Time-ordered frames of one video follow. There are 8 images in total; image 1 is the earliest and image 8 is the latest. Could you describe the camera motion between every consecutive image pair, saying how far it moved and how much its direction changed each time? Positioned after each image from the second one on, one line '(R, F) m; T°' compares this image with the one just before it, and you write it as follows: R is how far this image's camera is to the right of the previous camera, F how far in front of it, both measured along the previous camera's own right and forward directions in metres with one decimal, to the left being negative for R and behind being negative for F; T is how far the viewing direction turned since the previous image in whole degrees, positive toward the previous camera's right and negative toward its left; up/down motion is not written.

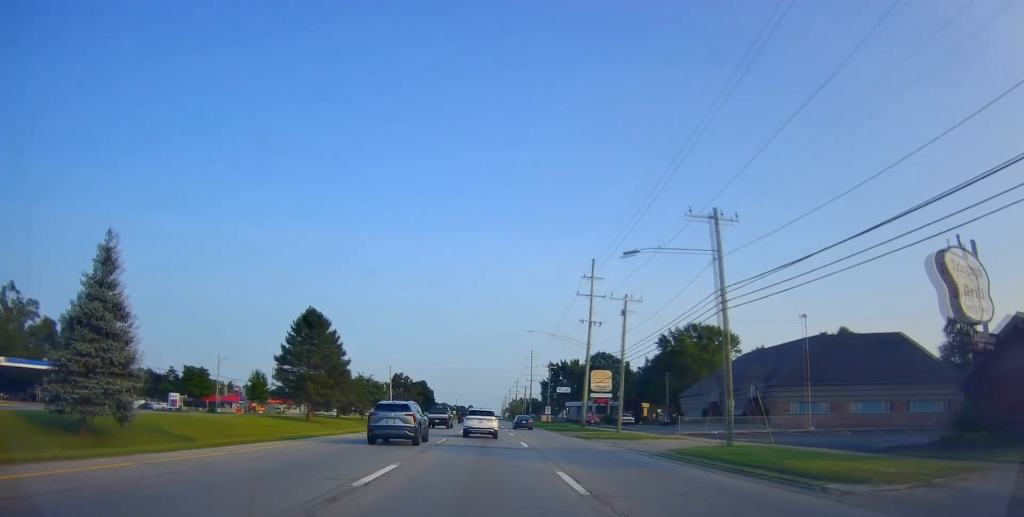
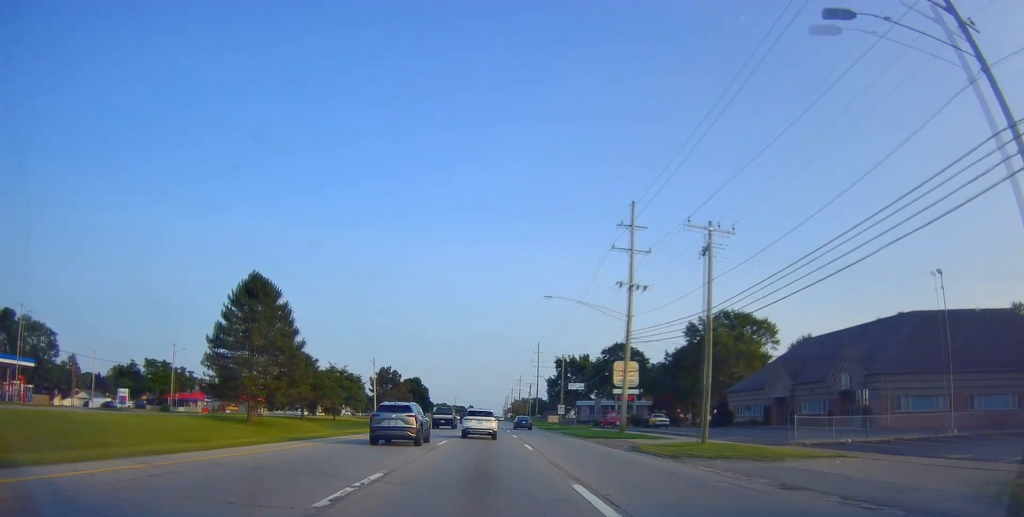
(-0.2, +18.0) m; -1°
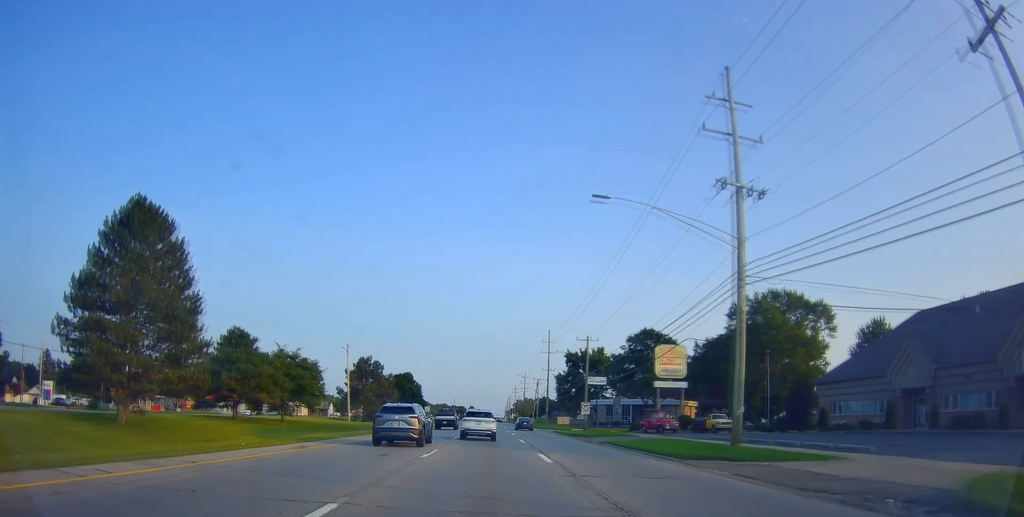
(-0.2, +20.6) m; 0°
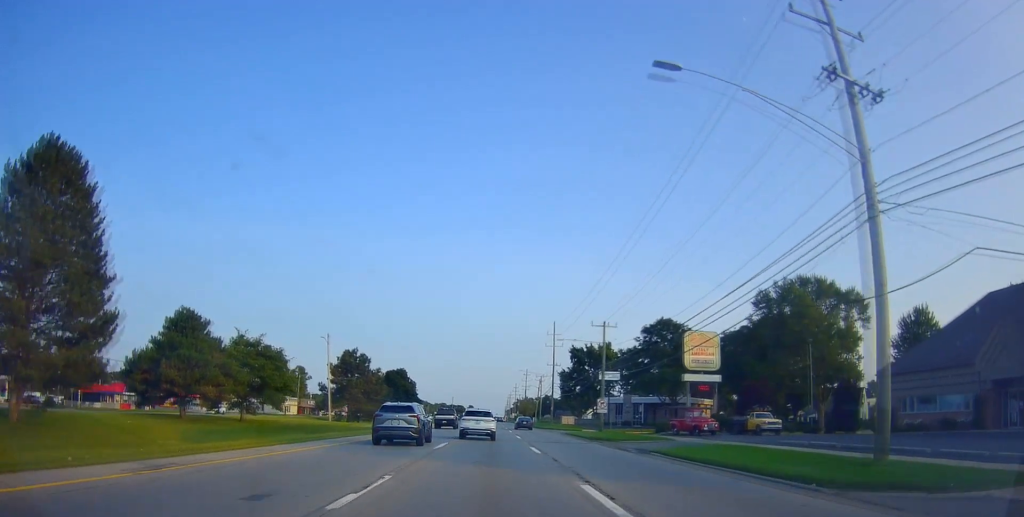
(-0.3, +9.9) m; +1°
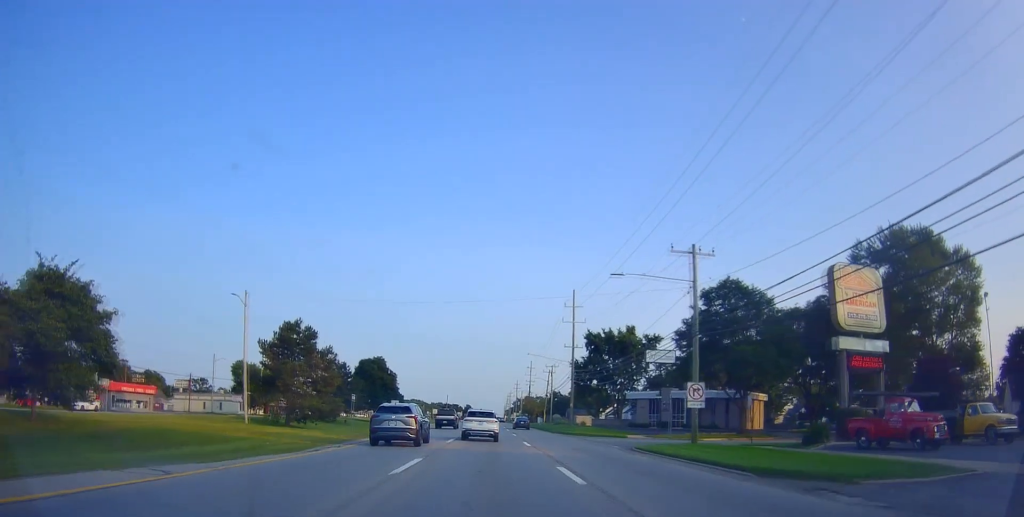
(+0.8, +25.6) m; +1°
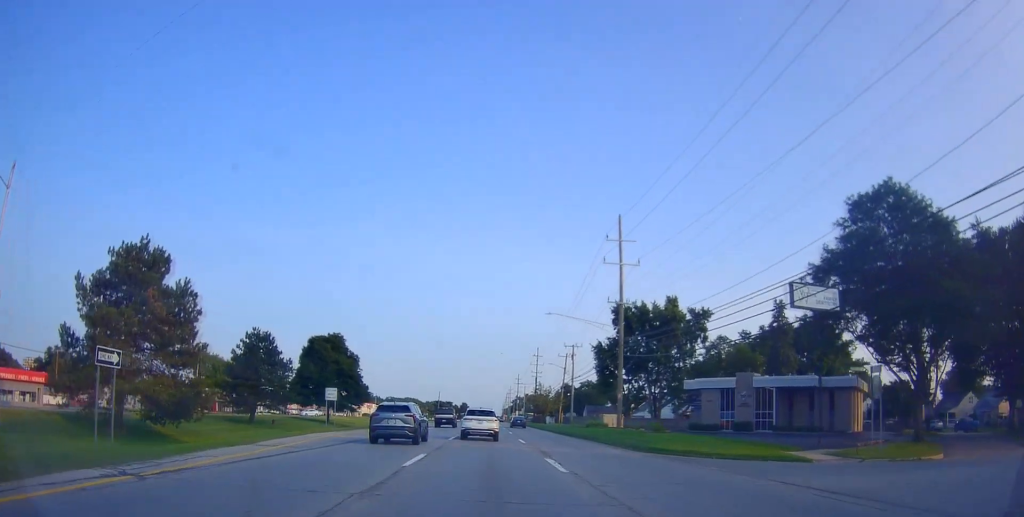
(-0.5, +29.2) m; 0°
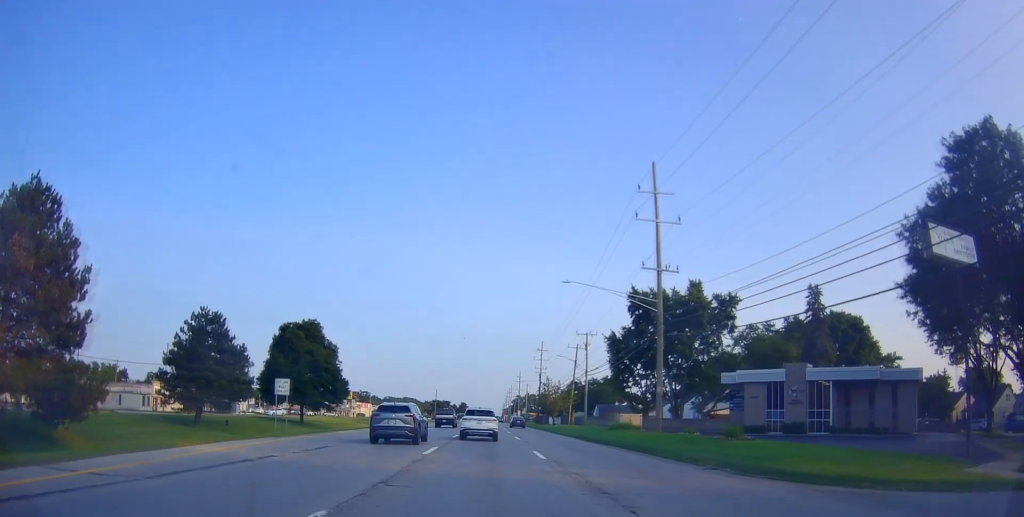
(+0.1, +11.0) m; 0°
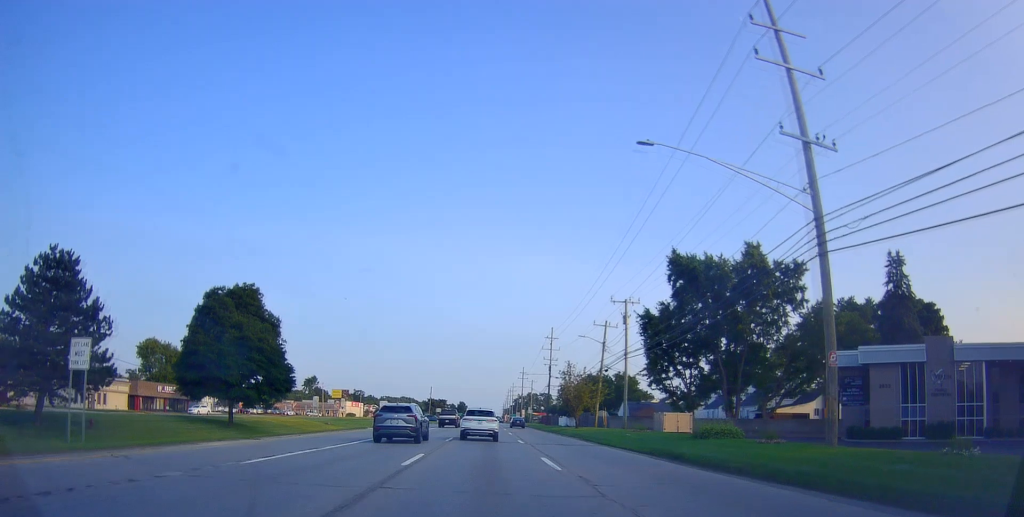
(+0.1, +19.4) m; 0°
